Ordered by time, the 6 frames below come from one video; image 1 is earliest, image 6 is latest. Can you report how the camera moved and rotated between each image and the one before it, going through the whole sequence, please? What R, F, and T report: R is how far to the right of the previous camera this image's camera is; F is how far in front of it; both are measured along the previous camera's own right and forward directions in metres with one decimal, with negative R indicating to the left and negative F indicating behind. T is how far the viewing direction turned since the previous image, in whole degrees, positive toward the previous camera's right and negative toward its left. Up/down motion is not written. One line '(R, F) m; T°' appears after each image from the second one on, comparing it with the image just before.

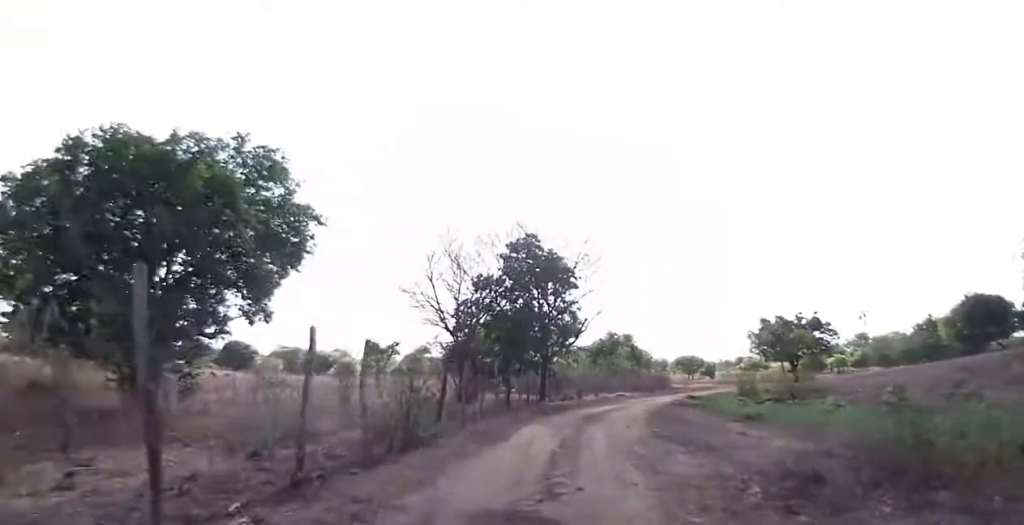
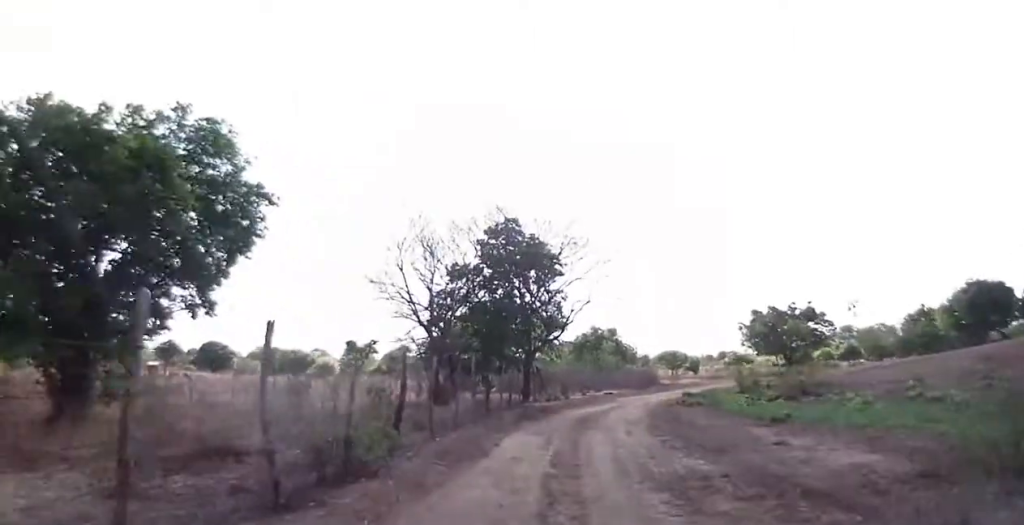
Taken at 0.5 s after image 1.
(+0.1, +2.7) m; +1°
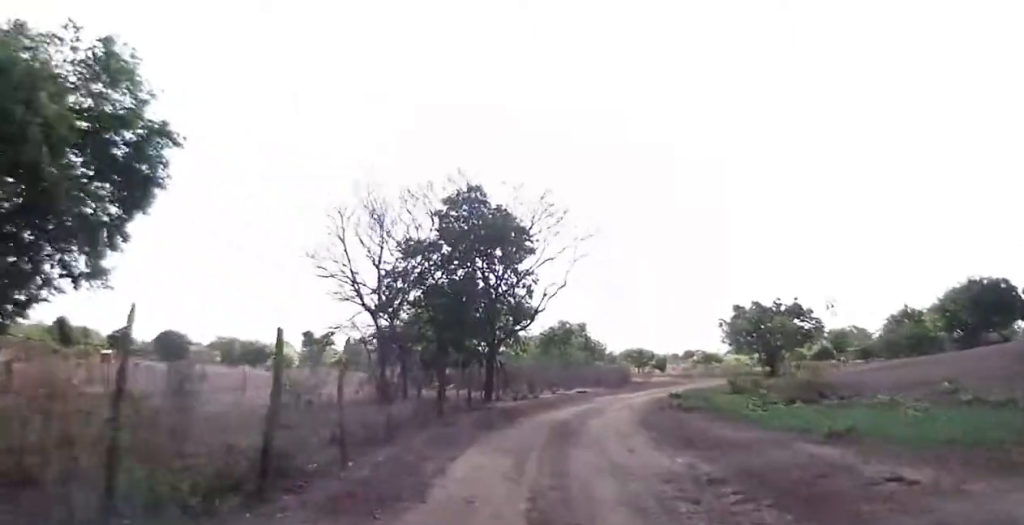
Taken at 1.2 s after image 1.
(0.0, +4.0) m; 0°
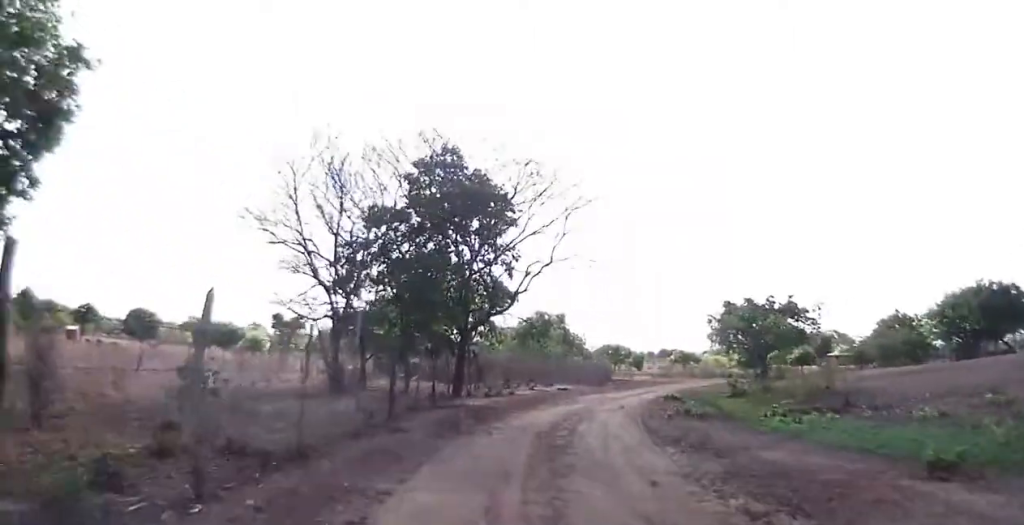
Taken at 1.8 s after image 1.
(0.0, +3.1) m; 0°
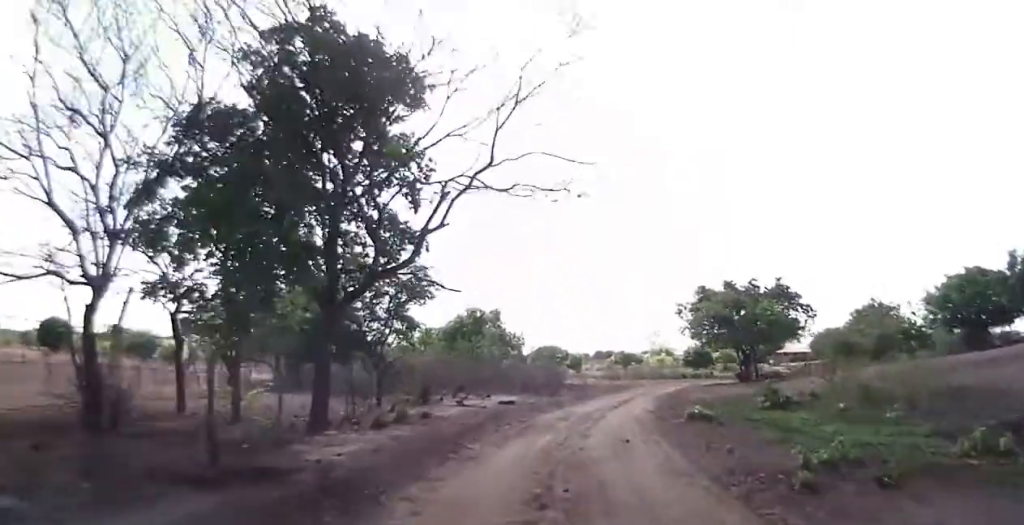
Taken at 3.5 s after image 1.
(+0.2, +9.5) m; +10°
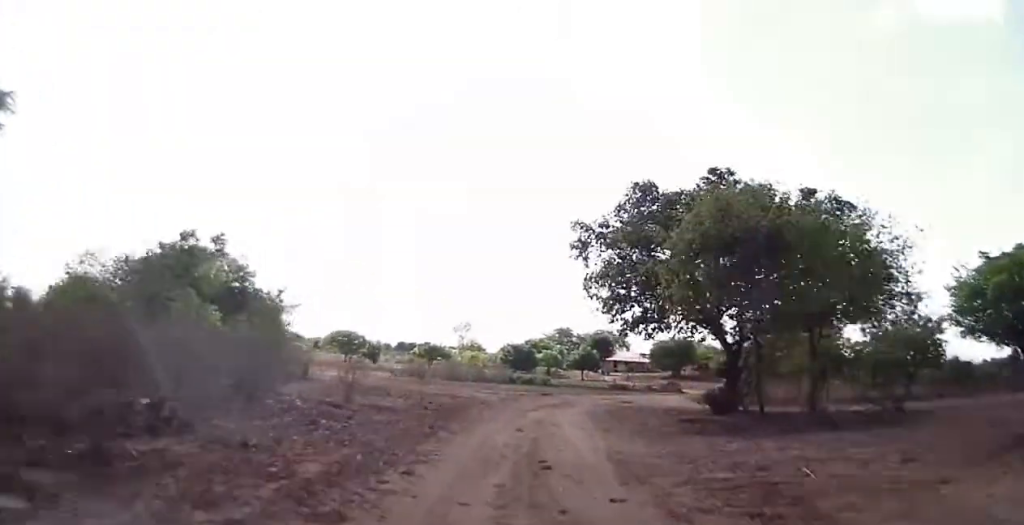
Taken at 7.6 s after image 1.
(+3.3, +24.1) m; +8°
